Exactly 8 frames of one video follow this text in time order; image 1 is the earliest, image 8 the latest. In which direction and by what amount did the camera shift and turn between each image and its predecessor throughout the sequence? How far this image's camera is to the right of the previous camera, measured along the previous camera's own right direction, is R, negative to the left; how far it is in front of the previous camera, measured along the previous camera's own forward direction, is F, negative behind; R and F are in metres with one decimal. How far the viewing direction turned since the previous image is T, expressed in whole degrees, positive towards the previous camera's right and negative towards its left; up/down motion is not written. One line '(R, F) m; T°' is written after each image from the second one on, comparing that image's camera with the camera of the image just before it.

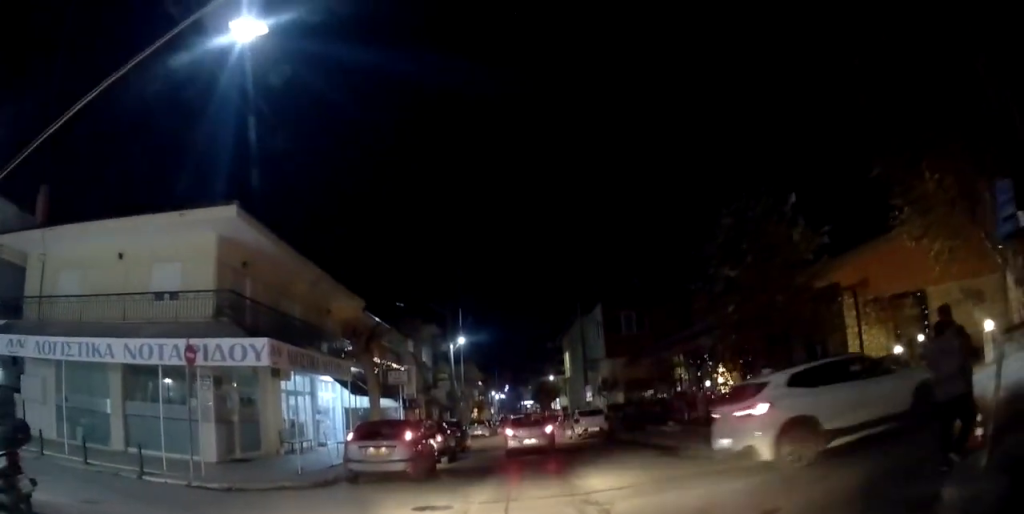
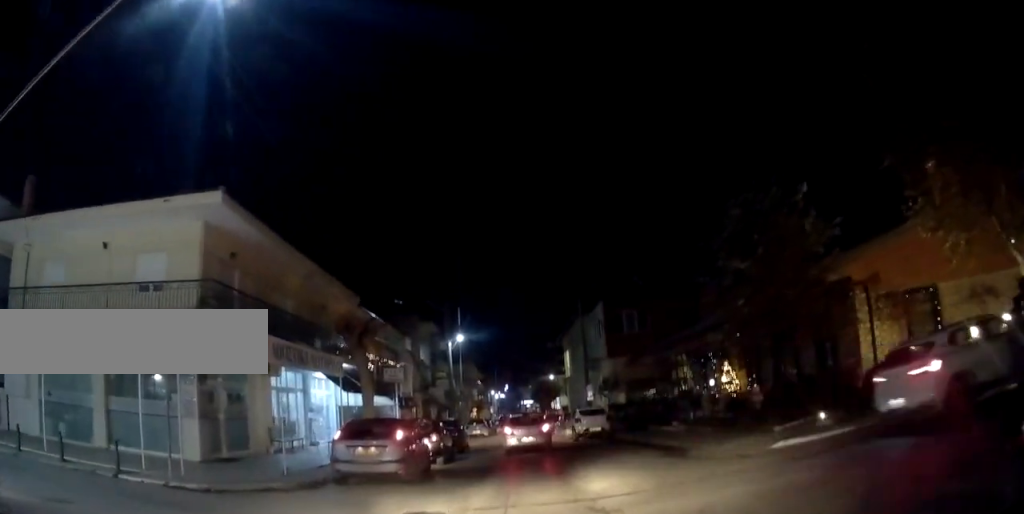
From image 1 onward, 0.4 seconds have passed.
(-0.1, +0.7) m; -5°
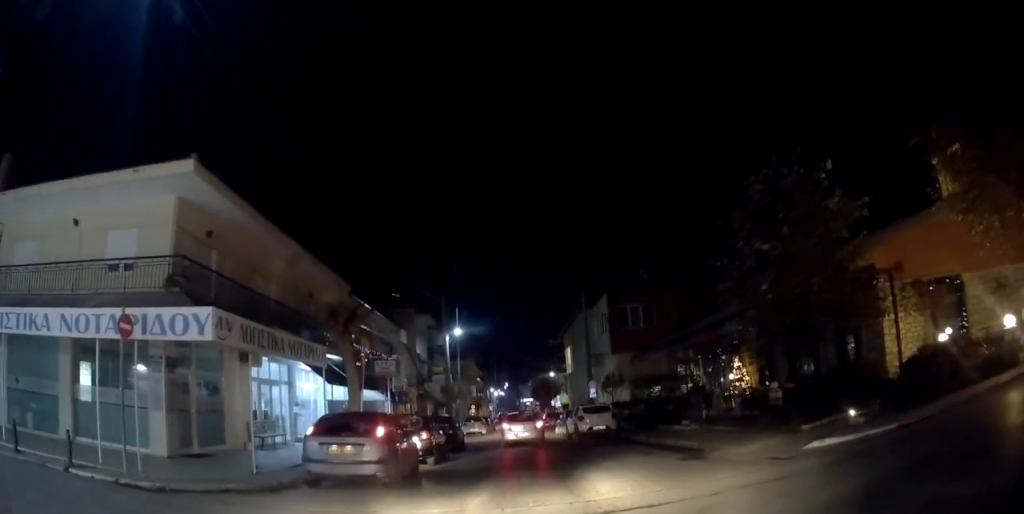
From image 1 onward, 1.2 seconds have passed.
(-0.1, +1.2) m; -5°
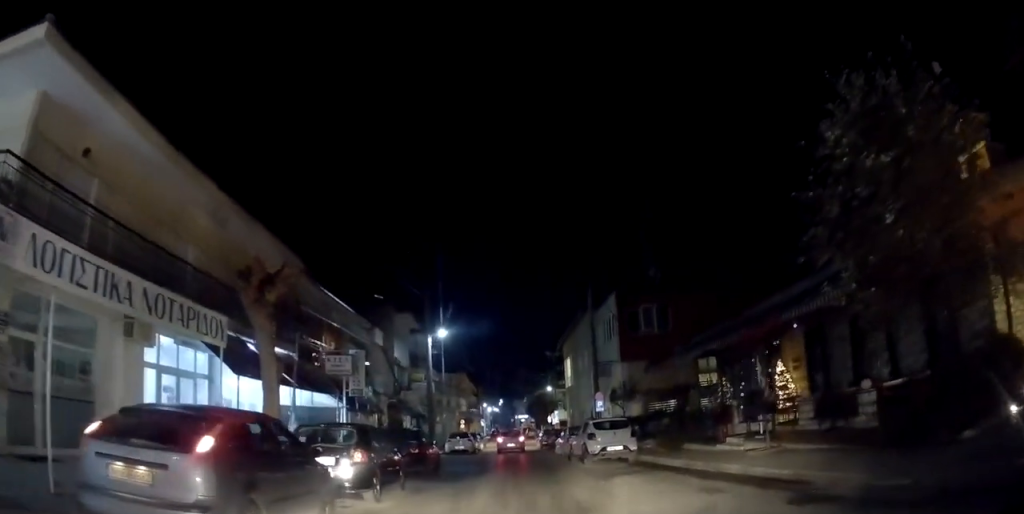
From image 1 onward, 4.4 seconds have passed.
(-0.1, +6.7) m; -1°
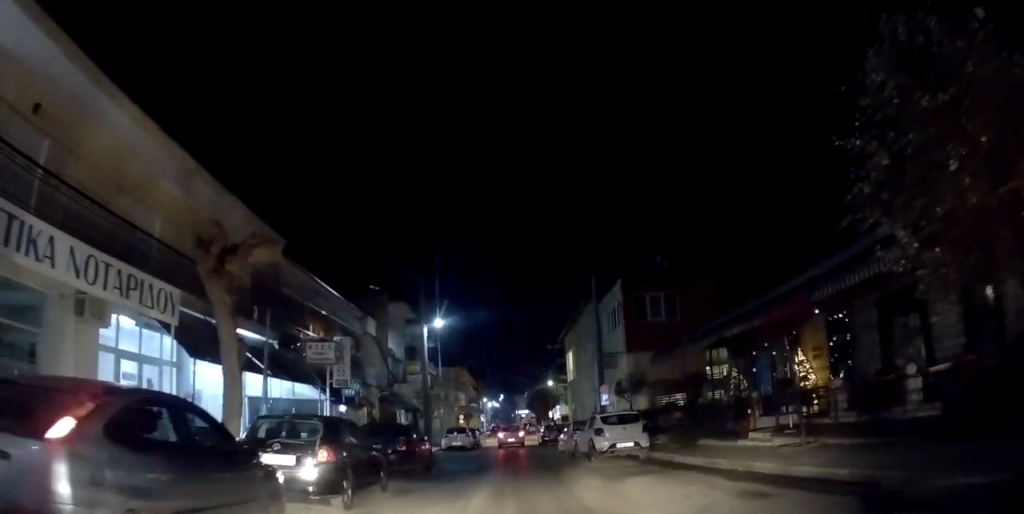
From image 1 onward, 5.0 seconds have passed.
(0.0, +1.8) m; +2°
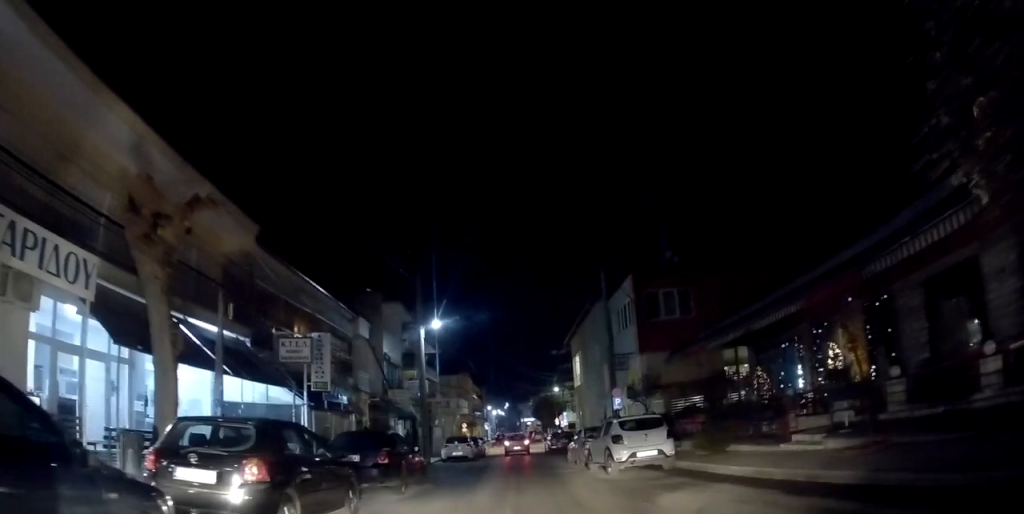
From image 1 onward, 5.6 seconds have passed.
(-0.1, +2.4) m; +5°
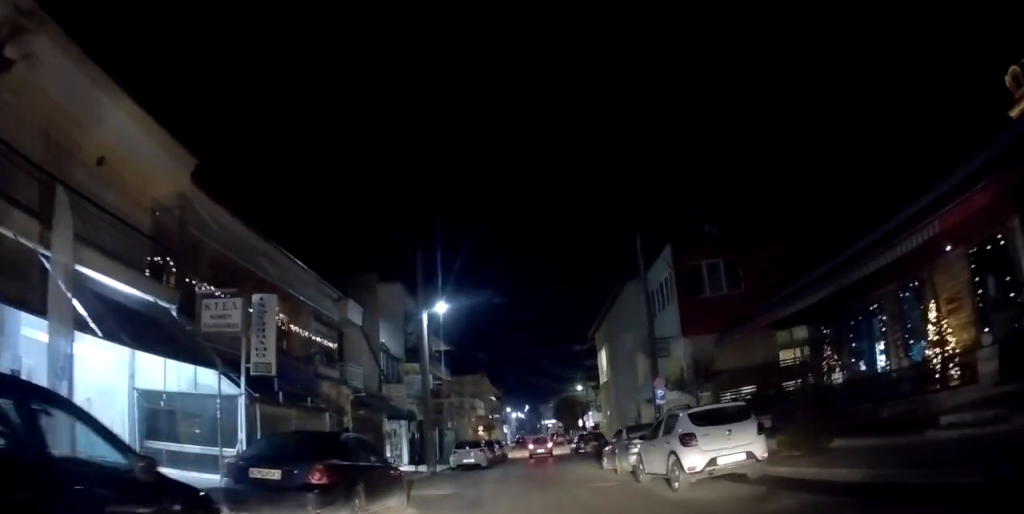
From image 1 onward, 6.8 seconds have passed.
(+0.5, +5.2) m; +5°
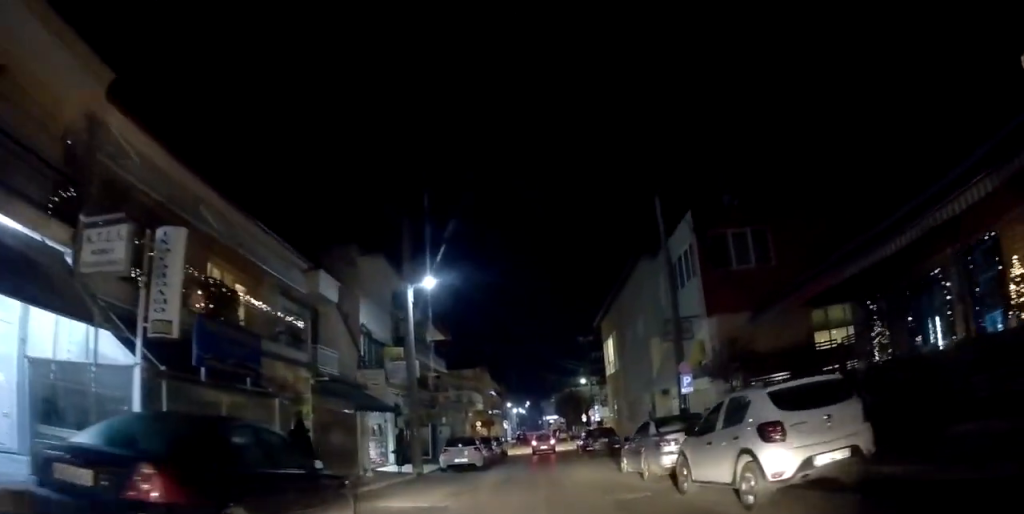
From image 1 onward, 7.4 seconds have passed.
(-0.1, +3.6) m; -4°
